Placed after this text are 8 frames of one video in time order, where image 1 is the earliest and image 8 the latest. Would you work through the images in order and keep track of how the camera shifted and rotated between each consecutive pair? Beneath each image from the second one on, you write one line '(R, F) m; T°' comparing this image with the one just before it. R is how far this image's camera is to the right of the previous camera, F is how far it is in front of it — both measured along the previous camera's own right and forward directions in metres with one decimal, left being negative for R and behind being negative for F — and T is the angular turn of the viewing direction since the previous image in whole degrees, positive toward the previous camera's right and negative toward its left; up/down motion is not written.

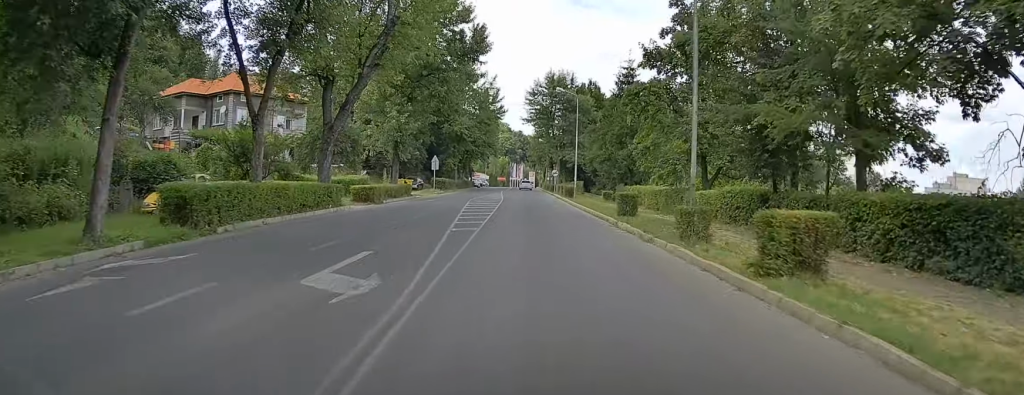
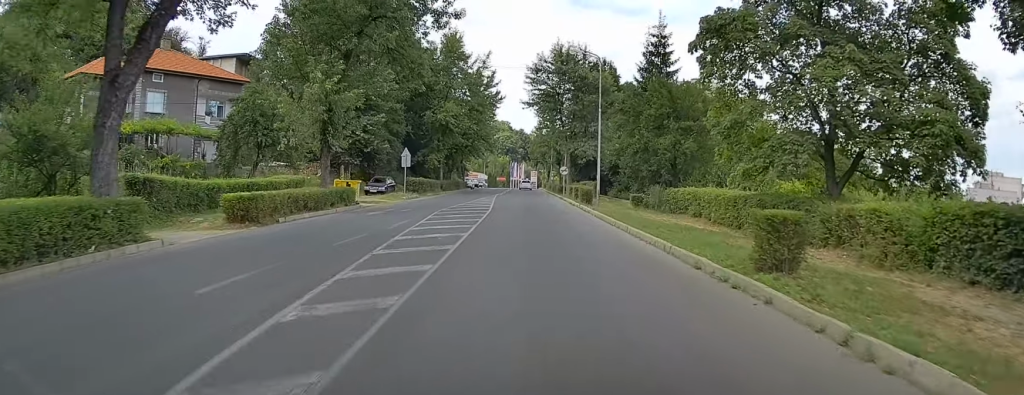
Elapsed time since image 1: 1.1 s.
(+0.1, +15.6) m; 0°
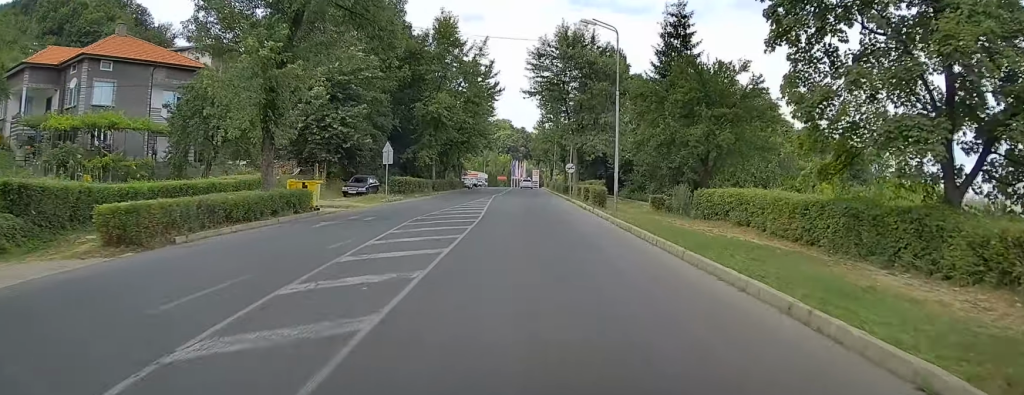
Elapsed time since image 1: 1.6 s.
(+0.1, +6.7) m; 0°
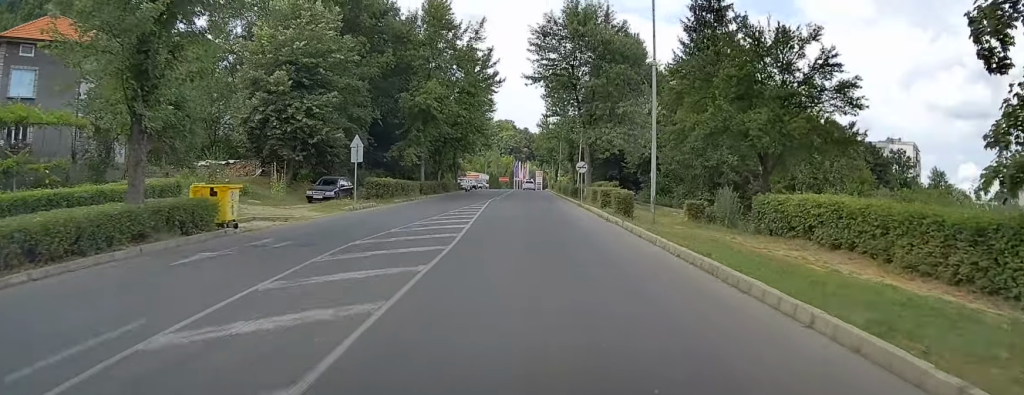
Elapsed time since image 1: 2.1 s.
(-0.2, +8.2) m; -1°
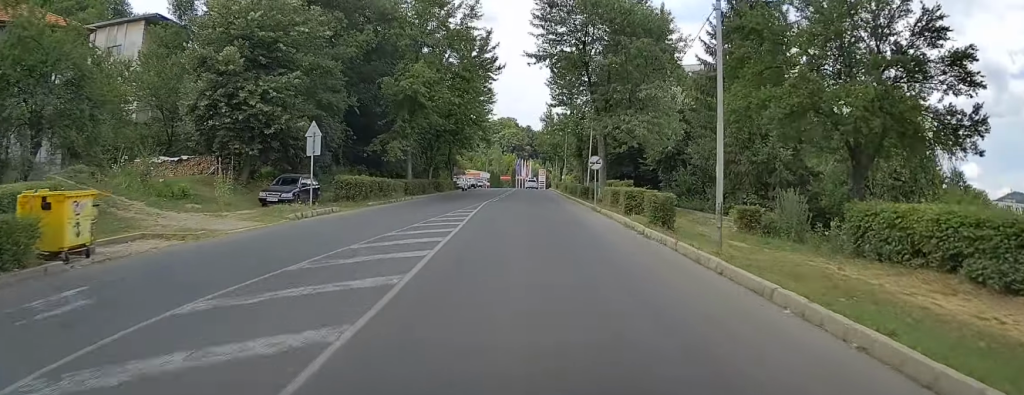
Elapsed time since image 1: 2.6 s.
(-0.1, +7.3) m; -1°
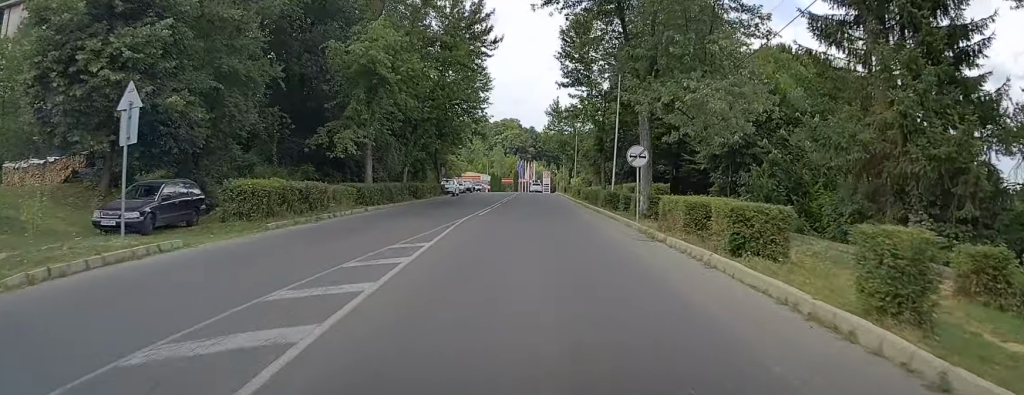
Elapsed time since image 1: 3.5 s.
(-0.2, +13.1) m; 0°
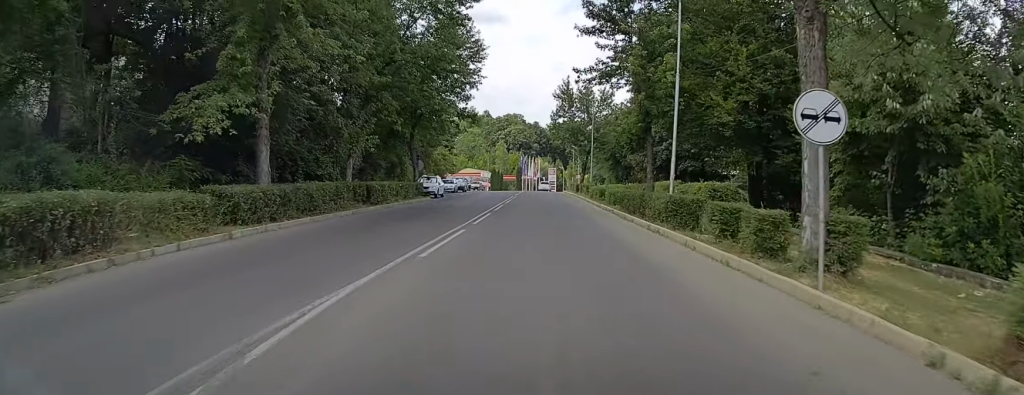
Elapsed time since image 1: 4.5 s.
(+0.1, +14.4) m; -1°
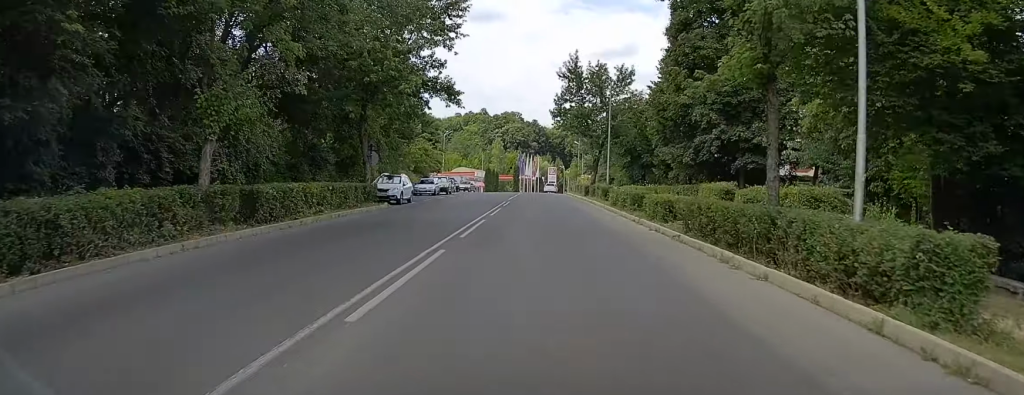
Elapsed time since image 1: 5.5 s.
(-0.4, +13.5) m; 0°
